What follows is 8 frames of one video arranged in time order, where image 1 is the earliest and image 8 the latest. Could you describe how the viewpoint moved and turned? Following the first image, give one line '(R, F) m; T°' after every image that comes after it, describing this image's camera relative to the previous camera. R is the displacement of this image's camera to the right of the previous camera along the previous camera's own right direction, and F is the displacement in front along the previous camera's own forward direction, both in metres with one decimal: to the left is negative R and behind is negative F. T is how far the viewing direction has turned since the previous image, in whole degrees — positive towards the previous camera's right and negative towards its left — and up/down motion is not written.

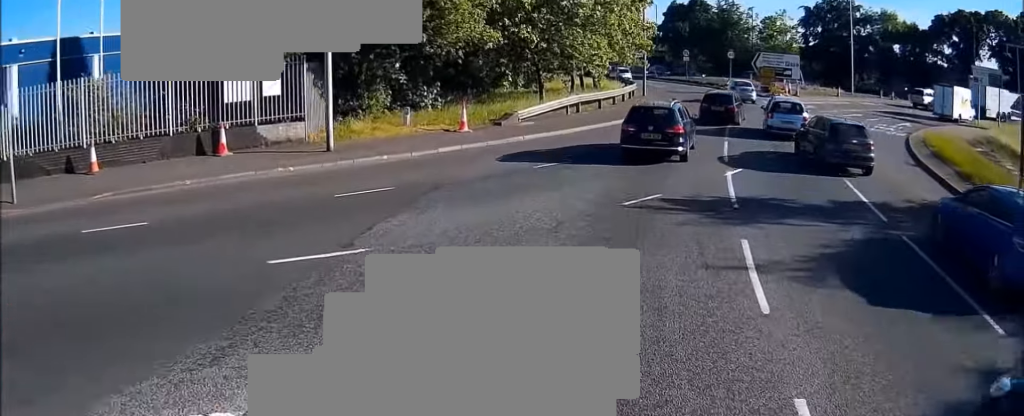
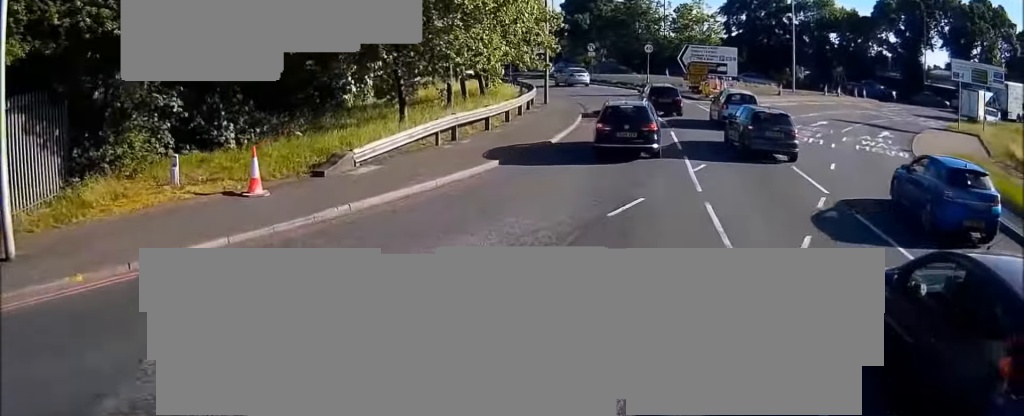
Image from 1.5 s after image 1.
(+0.4, +9.4) m; +6°
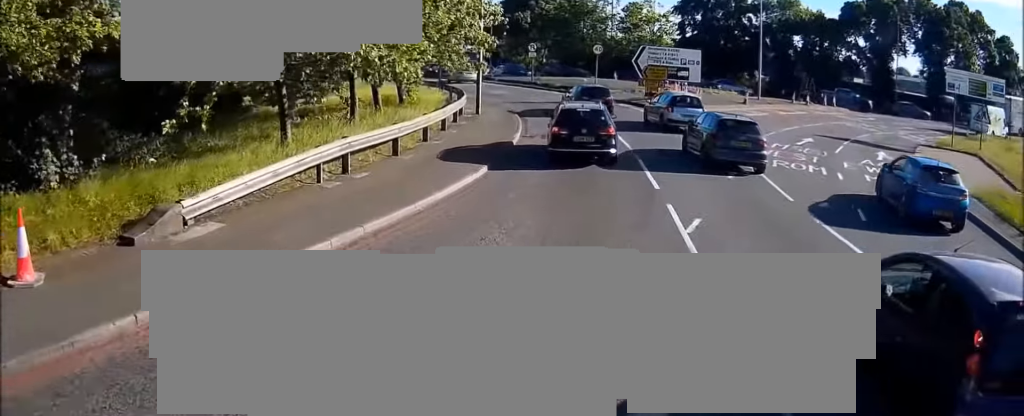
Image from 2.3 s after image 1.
(+0.3, +5.4) m; +3°
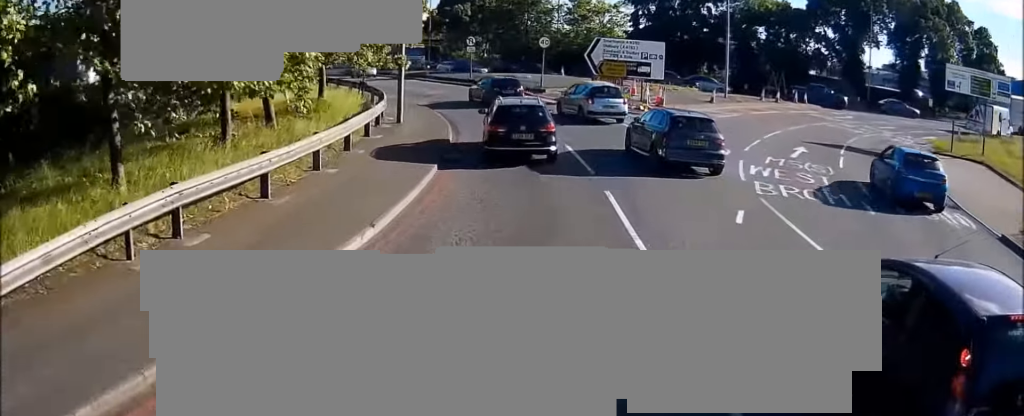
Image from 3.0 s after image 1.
(+0.1, +5.4) m; +2°
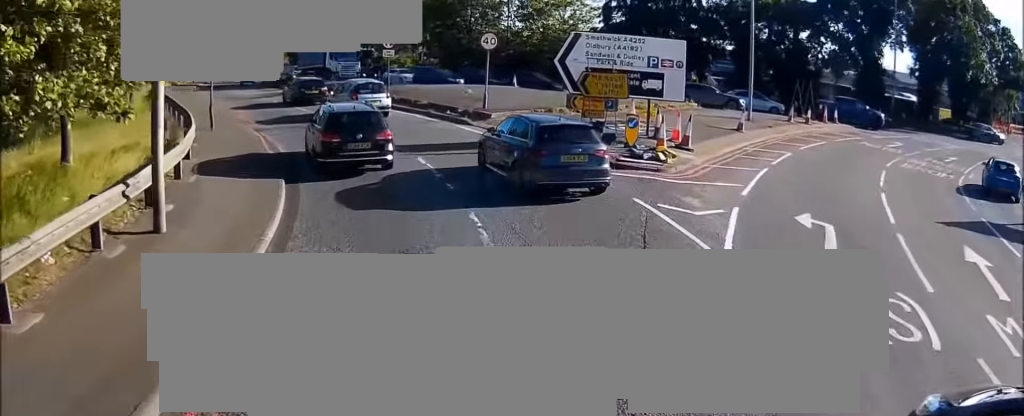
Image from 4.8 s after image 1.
(+0.1, +14.9) m; 0°
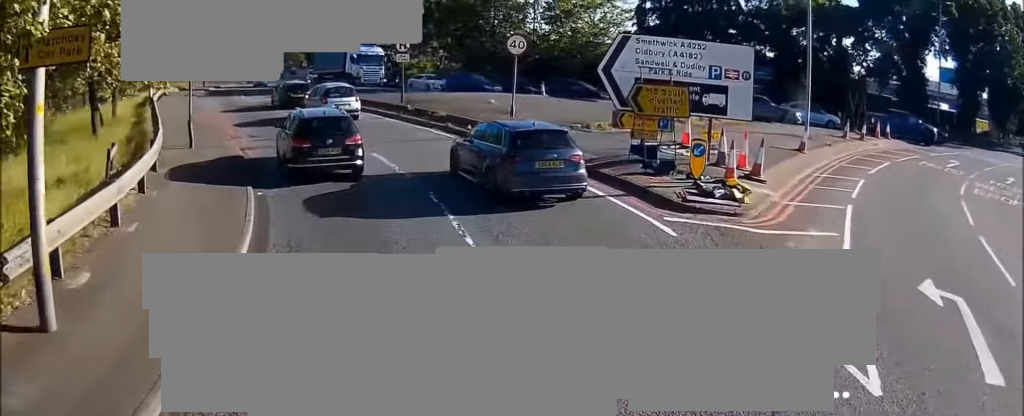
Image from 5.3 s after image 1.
(0.0, +4.0) m; 0°
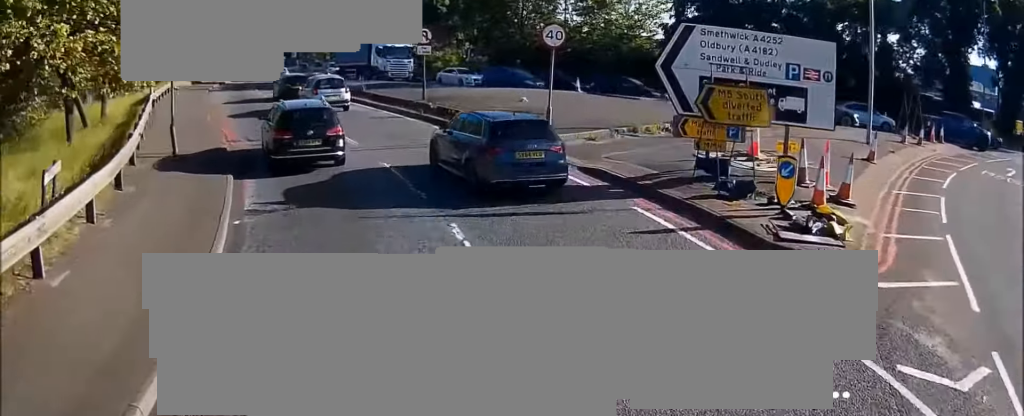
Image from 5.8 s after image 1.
(0.0, +3.4) m; 0°
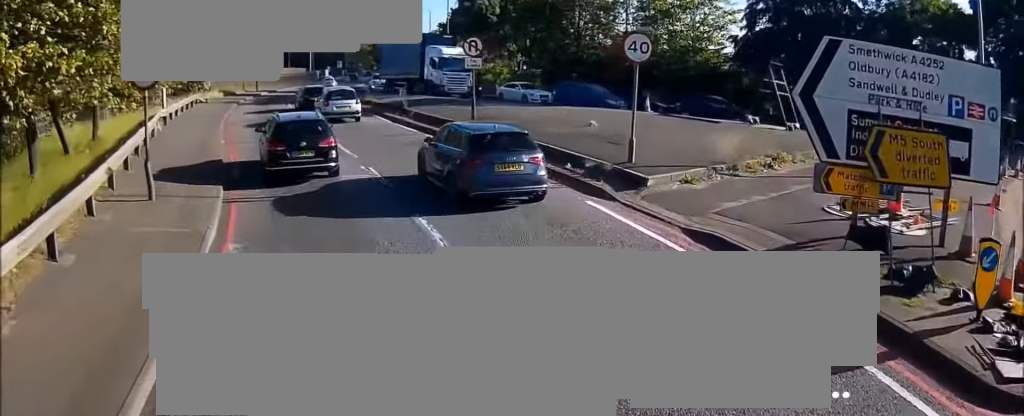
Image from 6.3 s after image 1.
(0.0, +4.2) m; 0°
